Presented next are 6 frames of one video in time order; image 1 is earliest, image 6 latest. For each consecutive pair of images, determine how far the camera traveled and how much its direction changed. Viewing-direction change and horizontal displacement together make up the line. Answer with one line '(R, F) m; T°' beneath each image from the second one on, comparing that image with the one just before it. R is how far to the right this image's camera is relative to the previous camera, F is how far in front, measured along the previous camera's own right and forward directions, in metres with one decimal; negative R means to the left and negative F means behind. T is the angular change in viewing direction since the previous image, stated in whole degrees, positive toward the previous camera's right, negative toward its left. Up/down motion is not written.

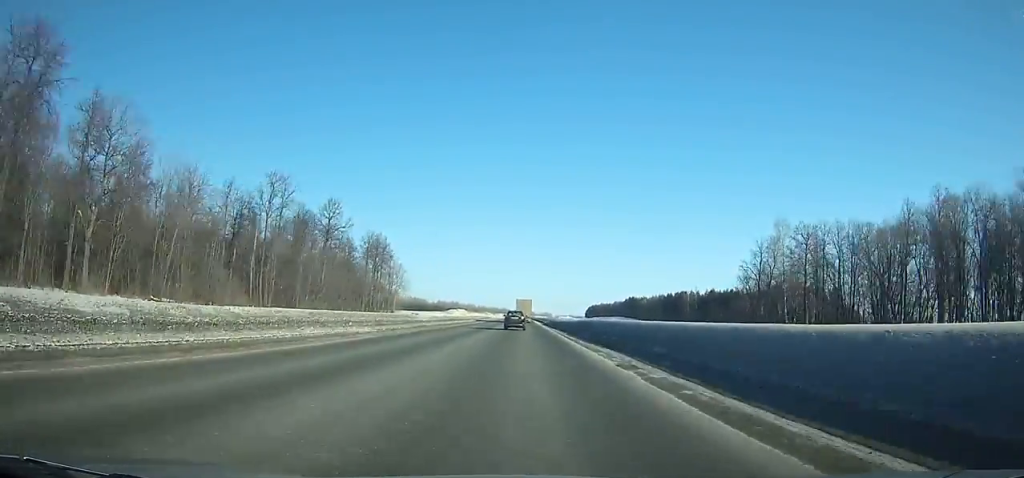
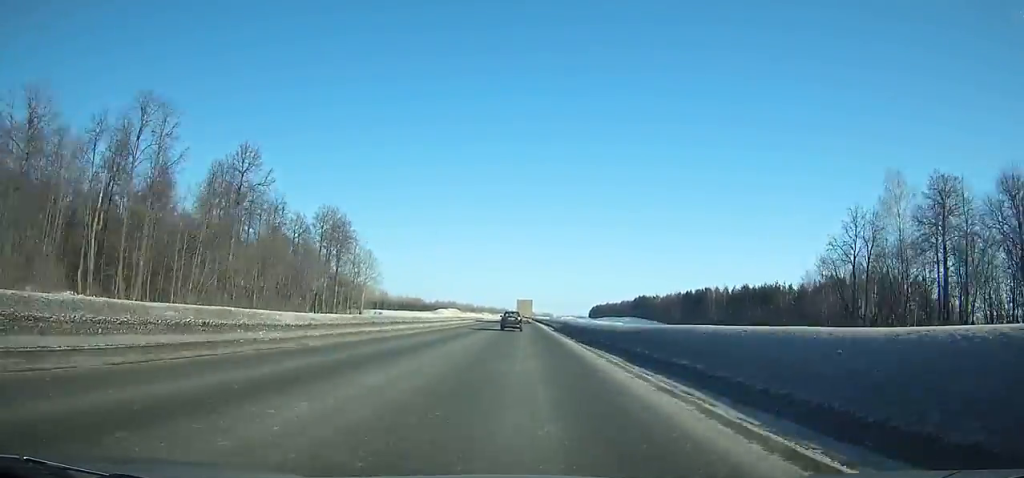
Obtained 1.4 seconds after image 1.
(-0.2, +32.4) m; 0°
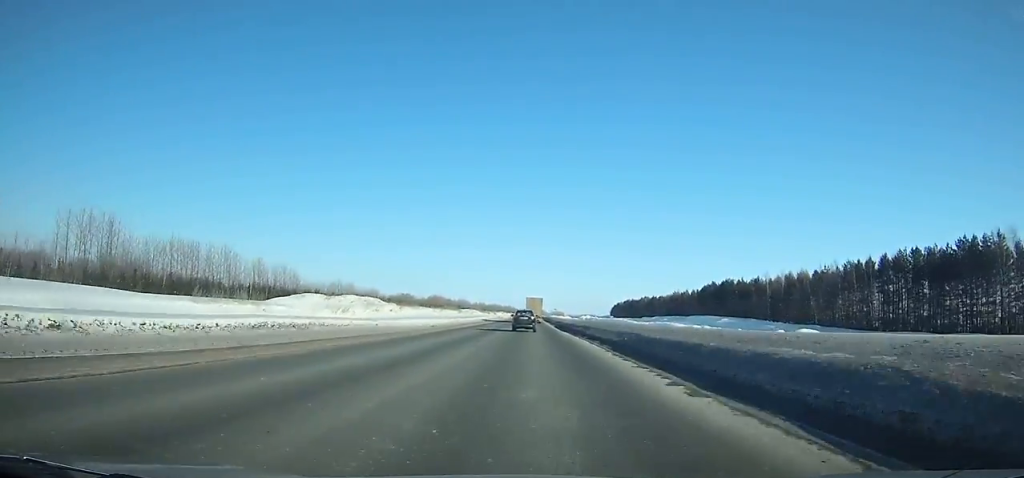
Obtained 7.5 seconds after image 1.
(-0.7, +140.6) m; 0°
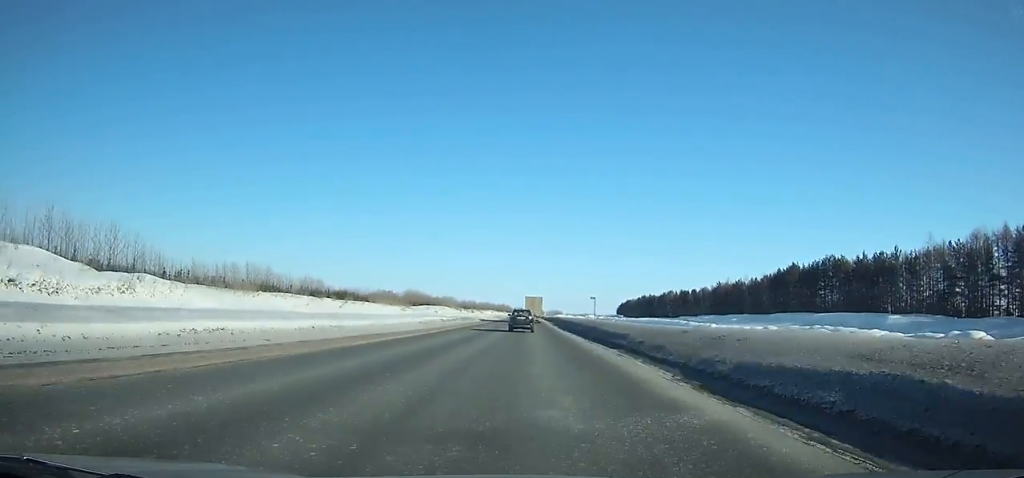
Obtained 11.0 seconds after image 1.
(0.0, +78.9) m; 0°
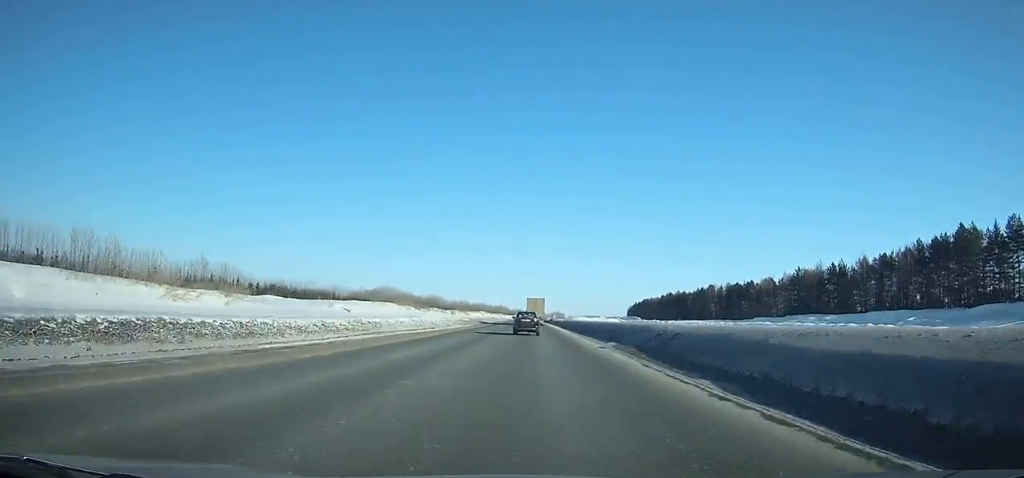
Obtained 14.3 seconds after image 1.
(+0.1, +72.5) m; 0°
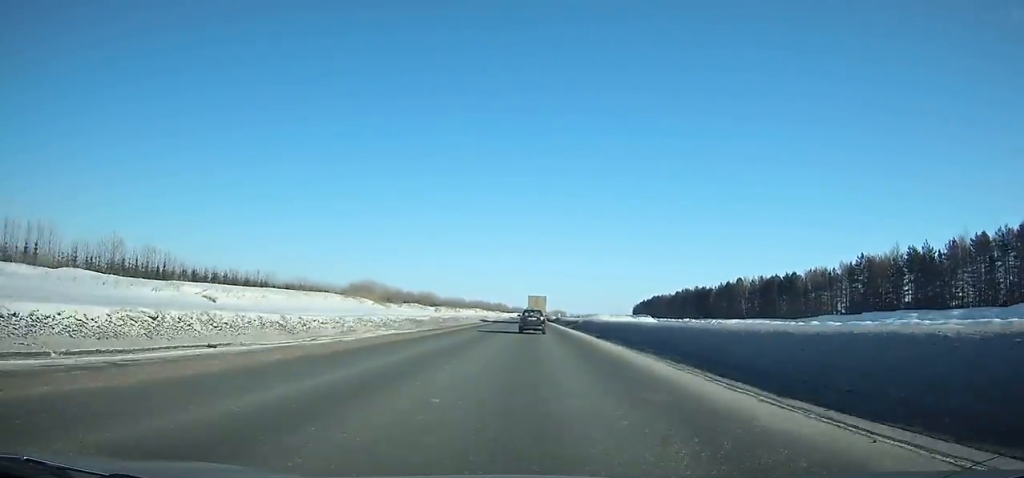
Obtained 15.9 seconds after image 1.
(+0.1, +34.4) m; 0°
